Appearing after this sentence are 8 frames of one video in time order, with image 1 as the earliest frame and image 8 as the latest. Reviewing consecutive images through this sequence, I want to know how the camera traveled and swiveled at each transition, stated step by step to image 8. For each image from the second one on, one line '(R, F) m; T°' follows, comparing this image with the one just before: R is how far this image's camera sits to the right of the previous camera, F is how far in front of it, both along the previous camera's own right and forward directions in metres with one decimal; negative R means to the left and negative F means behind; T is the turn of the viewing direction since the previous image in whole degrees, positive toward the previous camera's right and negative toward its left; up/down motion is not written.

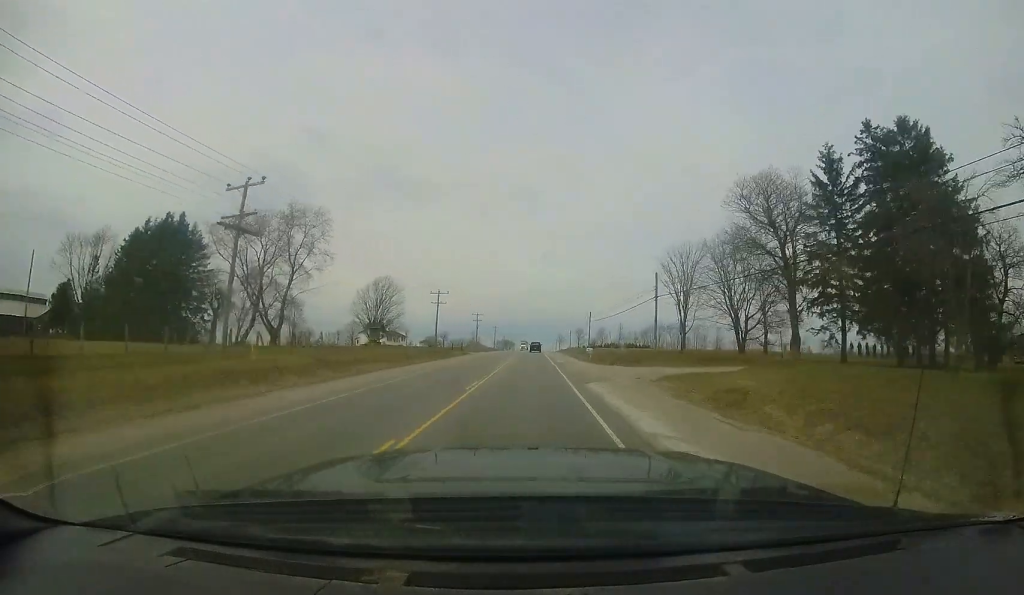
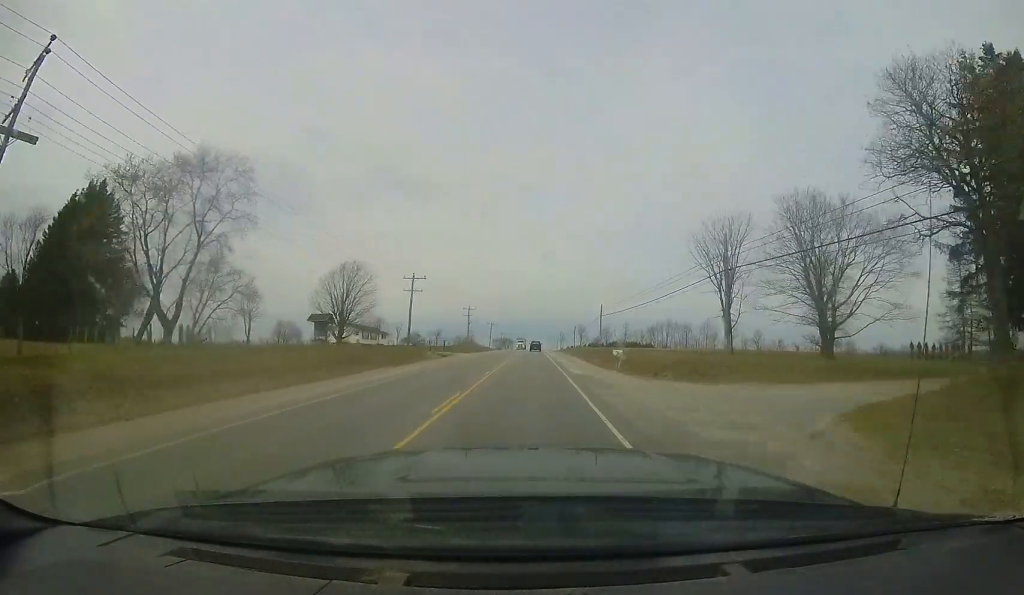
(-0.3, +12.6) m; 0°
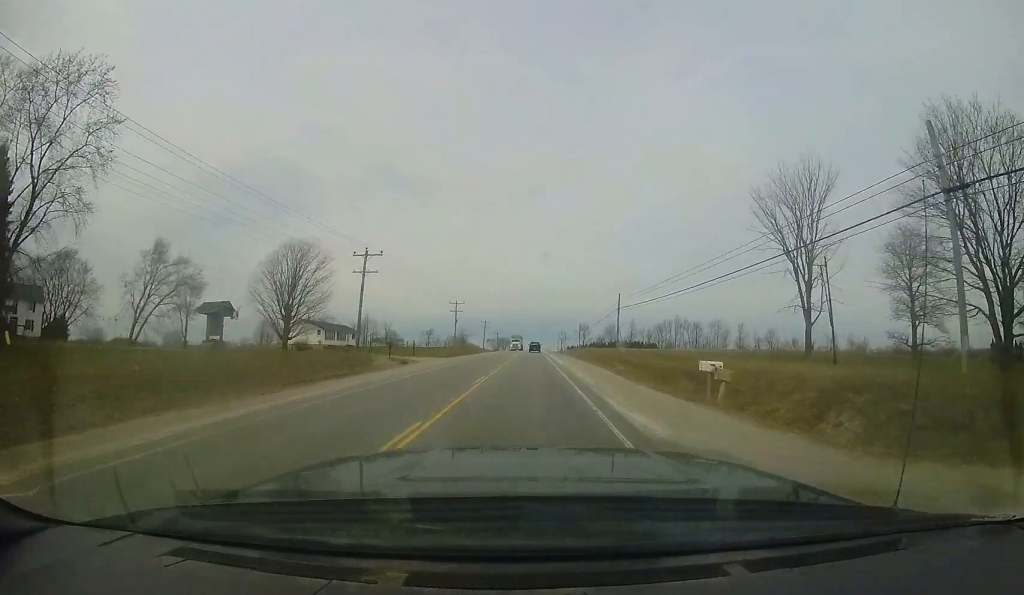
(+0.1, +13.3) m; 0°
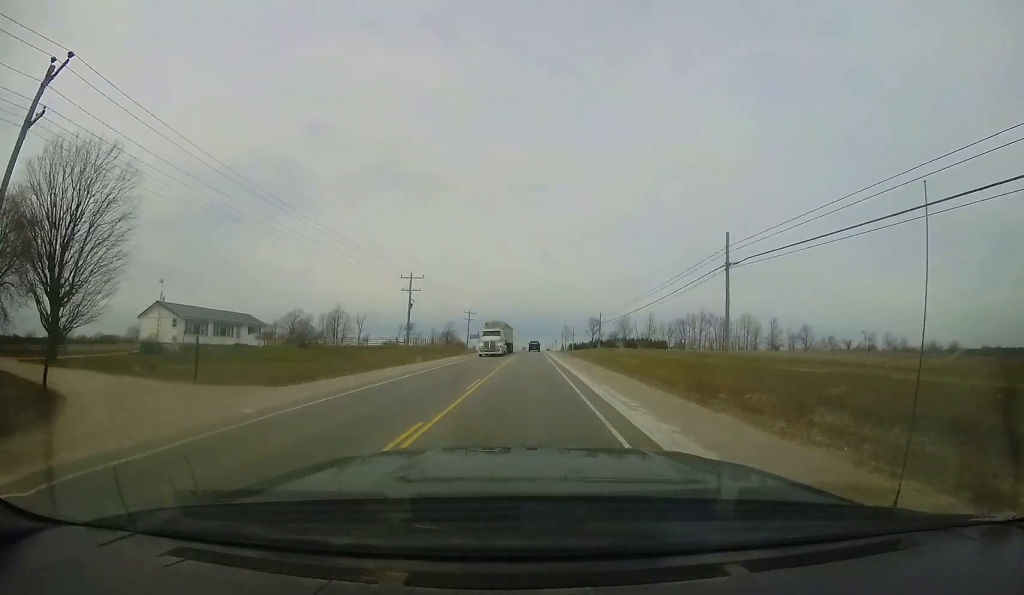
(+0.3, +27.3) m; +1°
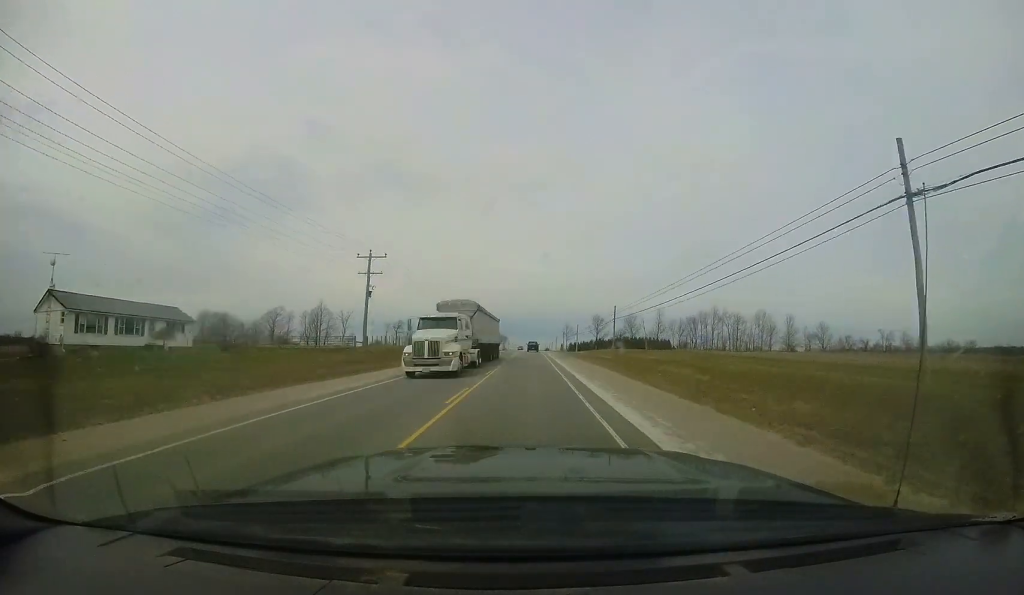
(0.0, +11.7) m; 0°
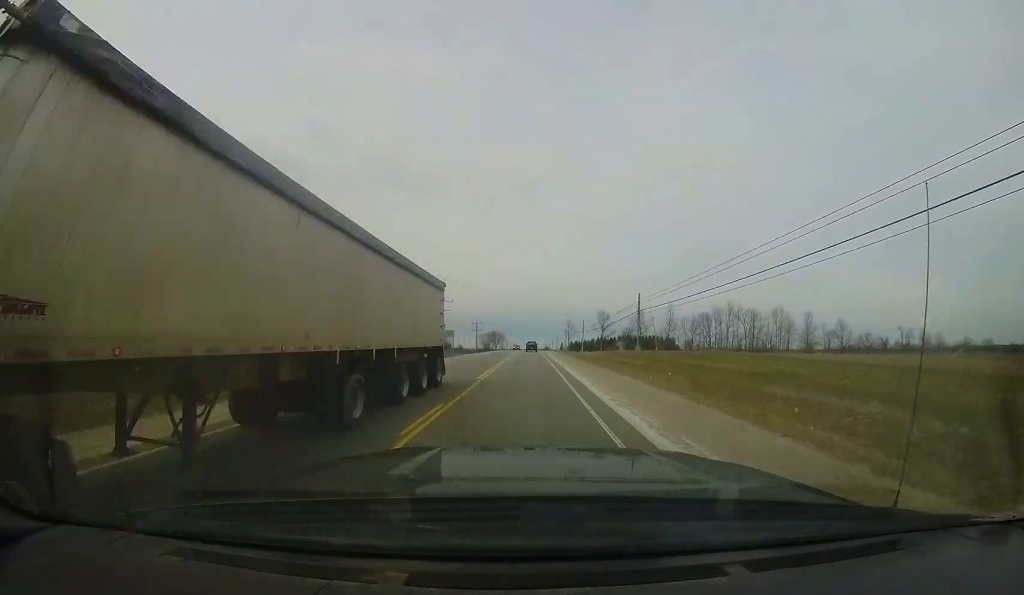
(+0.2, +11.8) m; 0°
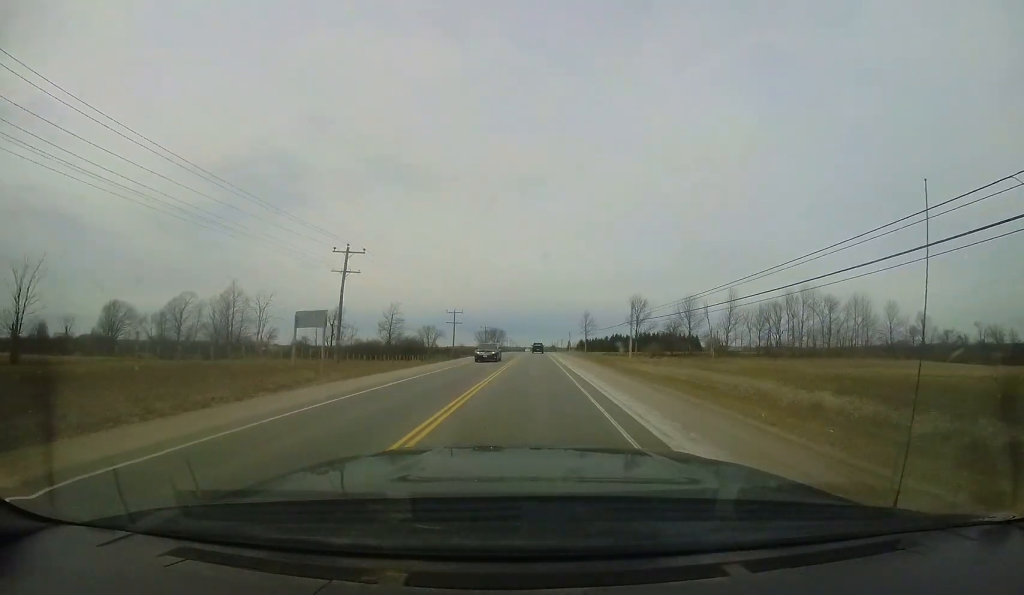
(+0.1, +35.2) m; -1°
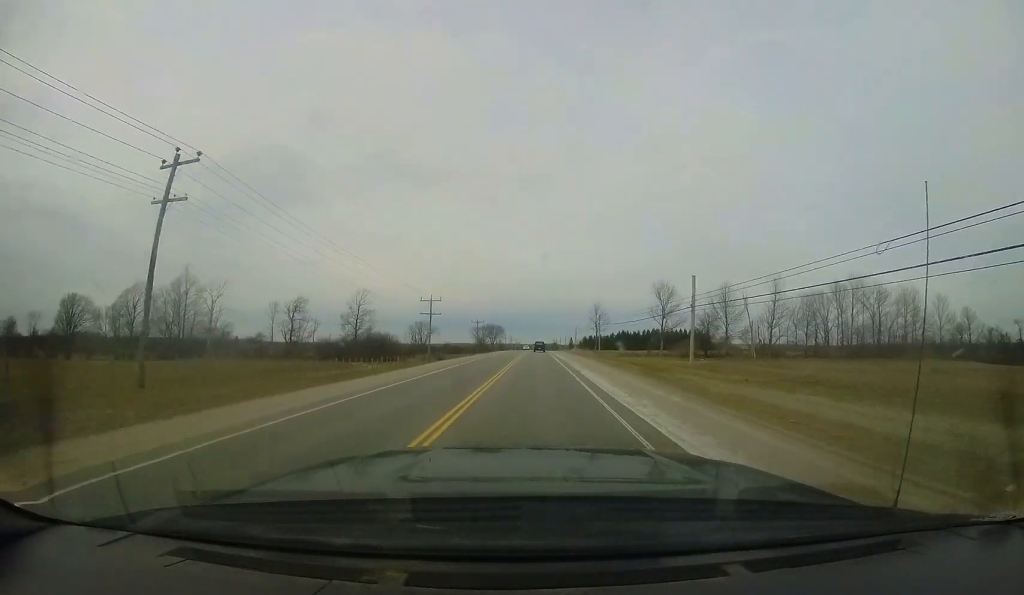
(-0.2, +16.5) m; -1°
